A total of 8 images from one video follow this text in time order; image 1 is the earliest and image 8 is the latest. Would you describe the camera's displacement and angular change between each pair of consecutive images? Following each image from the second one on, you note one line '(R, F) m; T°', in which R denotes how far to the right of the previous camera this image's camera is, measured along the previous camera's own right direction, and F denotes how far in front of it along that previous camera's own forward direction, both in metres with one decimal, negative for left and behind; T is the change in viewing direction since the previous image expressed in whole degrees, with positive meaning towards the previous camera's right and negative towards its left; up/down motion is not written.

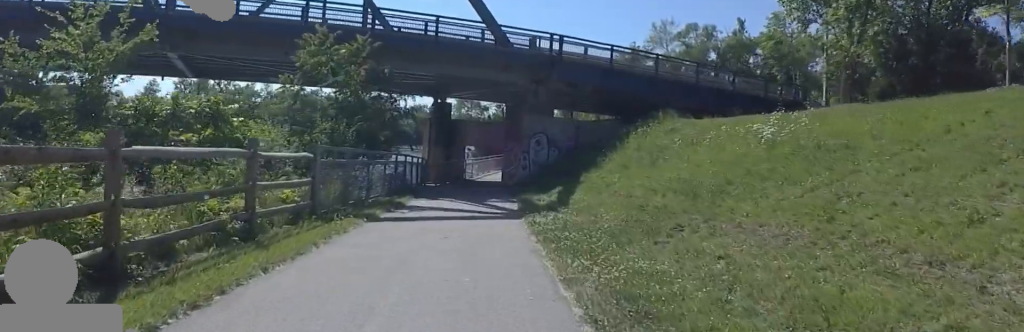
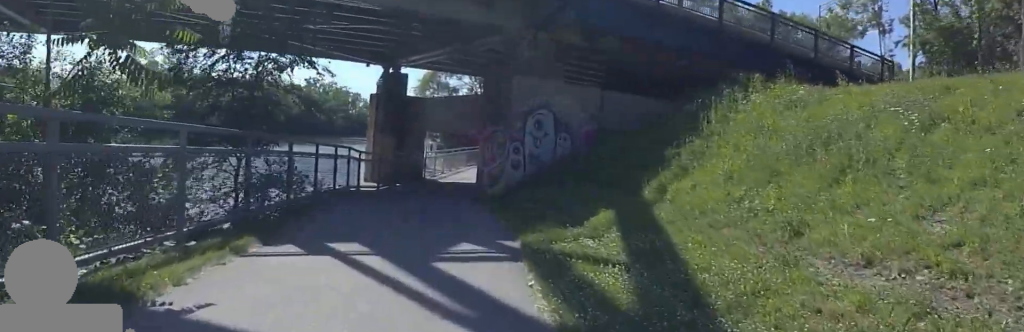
(-2.7, +11.2) m; -9°
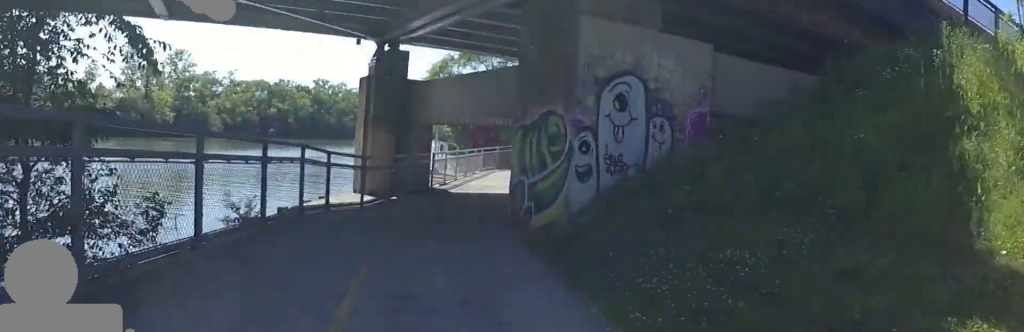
(+1.0, +6.9) m; +5°
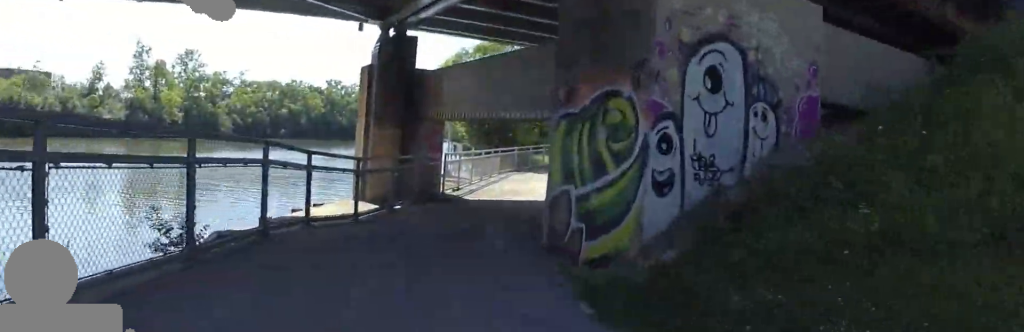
(+0.4, +2.8) m; -4°
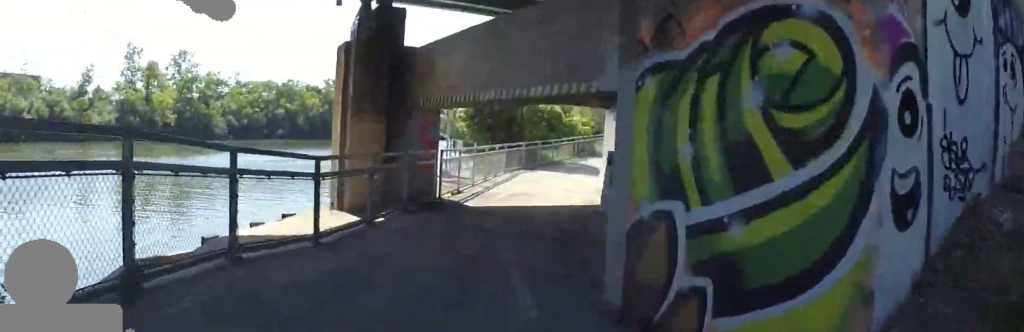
(-0.7, +2.8) m; +4°
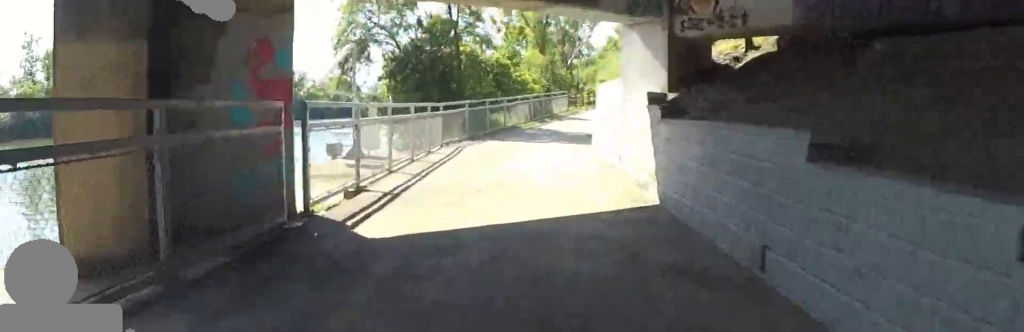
(+1.3, +6.5) m; +18°
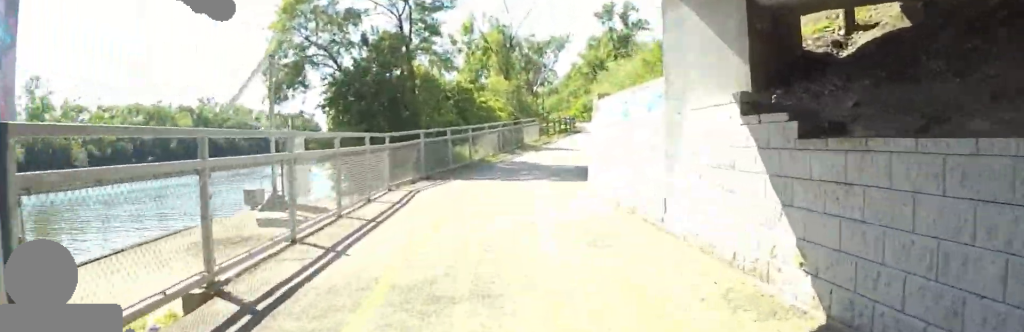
(-0.3, +3.6) m; +3°
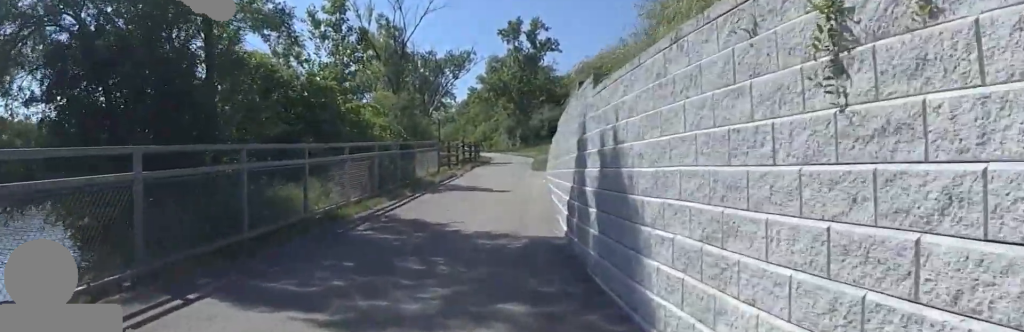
(+0.5, +9.3) m; -2°
